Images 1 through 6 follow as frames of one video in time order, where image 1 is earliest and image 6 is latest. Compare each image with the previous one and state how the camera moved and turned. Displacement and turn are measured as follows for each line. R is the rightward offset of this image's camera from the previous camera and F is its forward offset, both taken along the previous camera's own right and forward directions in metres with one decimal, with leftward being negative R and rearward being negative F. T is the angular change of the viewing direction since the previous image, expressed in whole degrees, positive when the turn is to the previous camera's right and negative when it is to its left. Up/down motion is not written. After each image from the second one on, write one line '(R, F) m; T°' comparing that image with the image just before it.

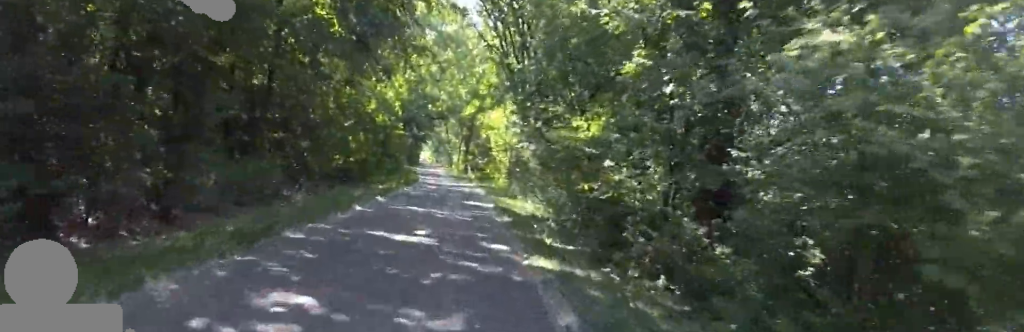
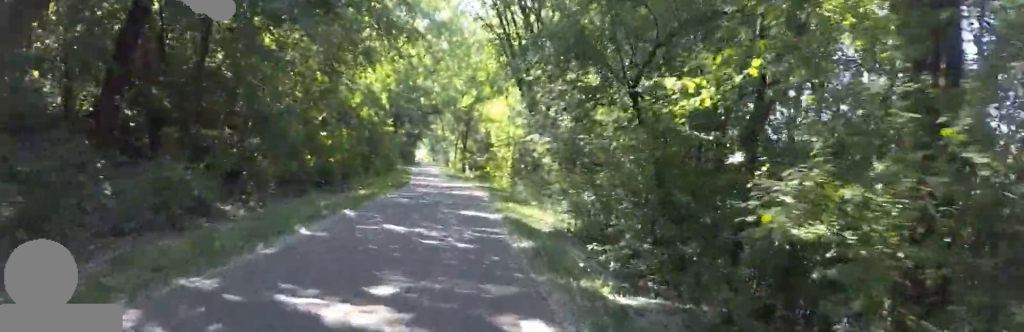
(-0.3, +4.3) m; -4°
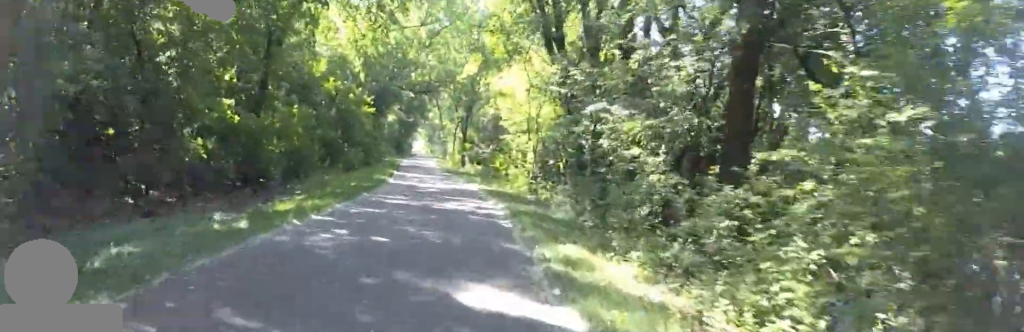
(-0.1, +8.7) m; -1°
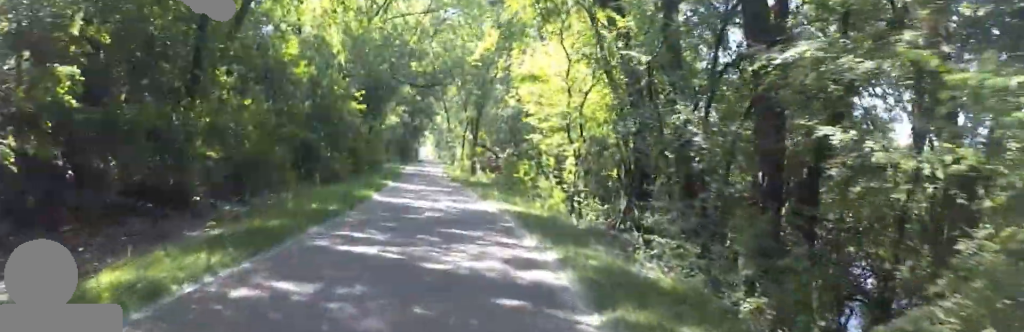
(0.0, +5.4) m; 0°
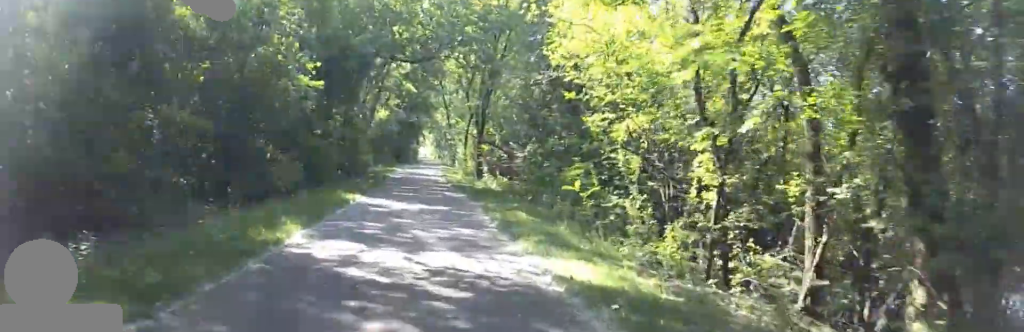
(0.0, +7.4) m; 0°
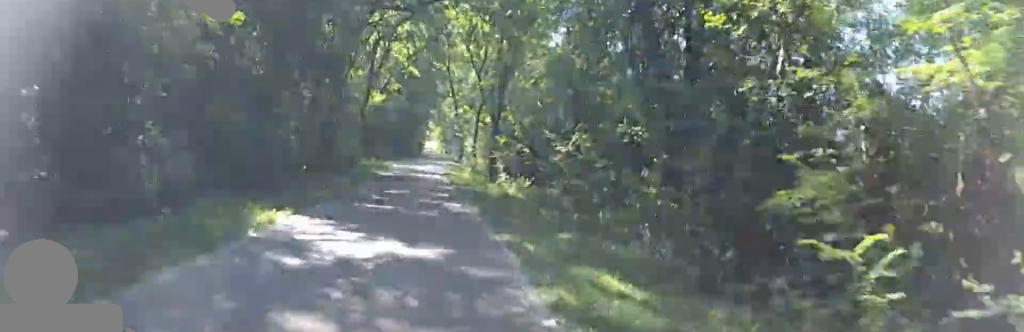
(0.0, +6.7) m; 0°
